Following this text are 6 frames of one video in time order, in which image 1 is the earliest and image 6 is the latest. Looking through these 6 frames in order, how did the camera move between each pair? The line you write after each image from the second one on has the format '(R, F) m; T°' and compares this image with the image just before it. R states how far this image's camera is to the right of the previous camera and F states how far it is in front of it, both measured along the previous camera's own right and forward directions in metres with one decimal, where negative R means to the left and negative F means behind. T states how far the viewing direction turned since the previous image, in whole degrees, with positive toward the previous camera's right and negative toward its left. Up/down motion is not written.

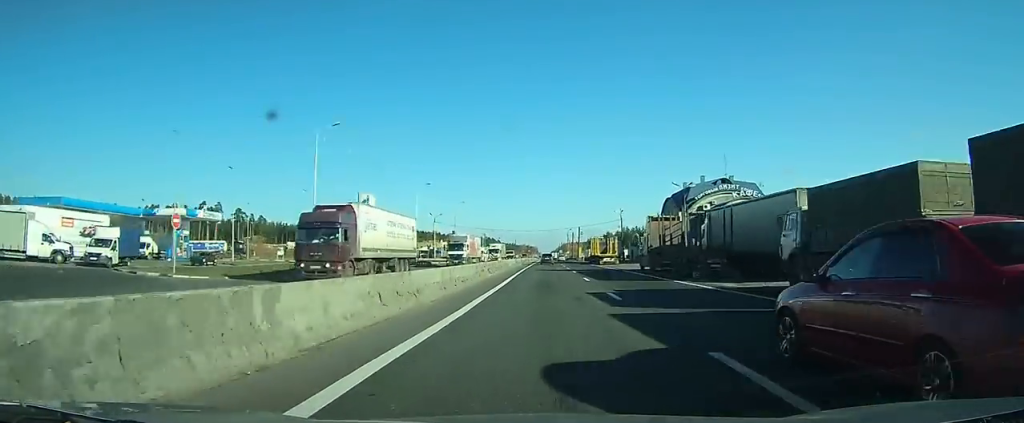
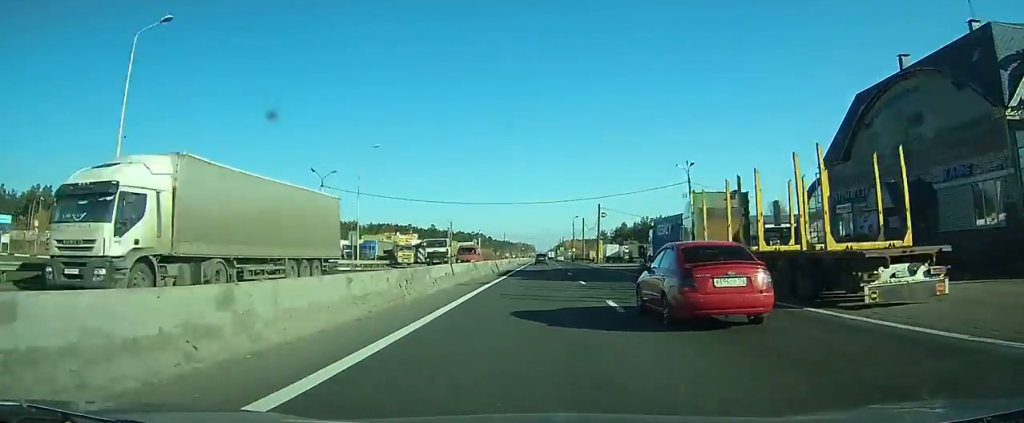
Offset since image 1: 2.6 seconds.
(+0.1, +59.3) m; 0°
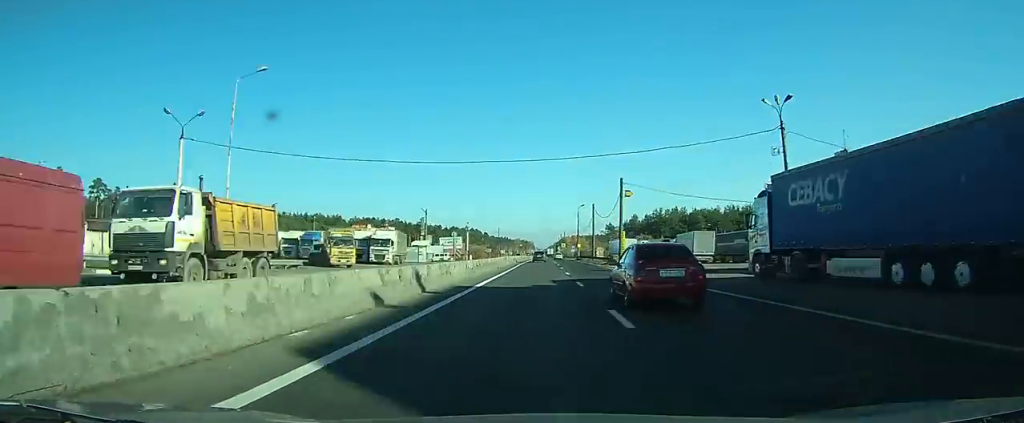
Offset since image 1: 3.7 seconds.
(+0.1, +26.6) m; 0°
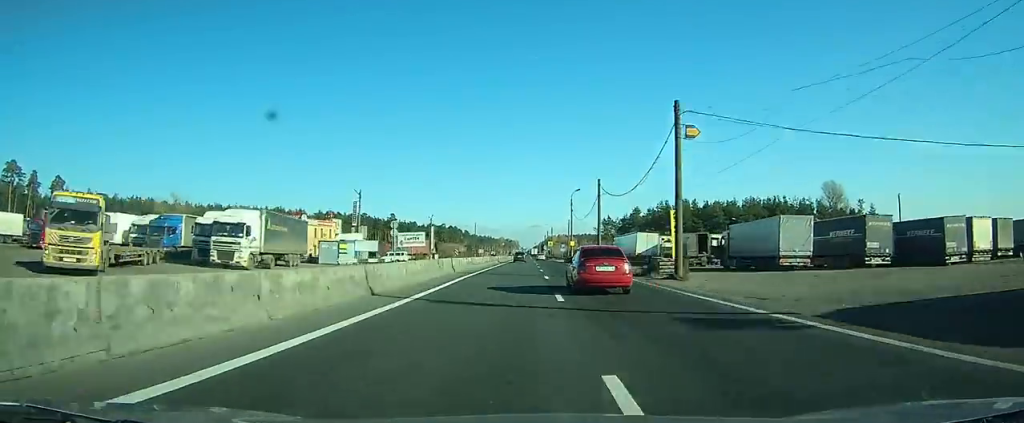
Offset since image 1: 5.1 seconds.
(+0.1, +30.8) m; 0°
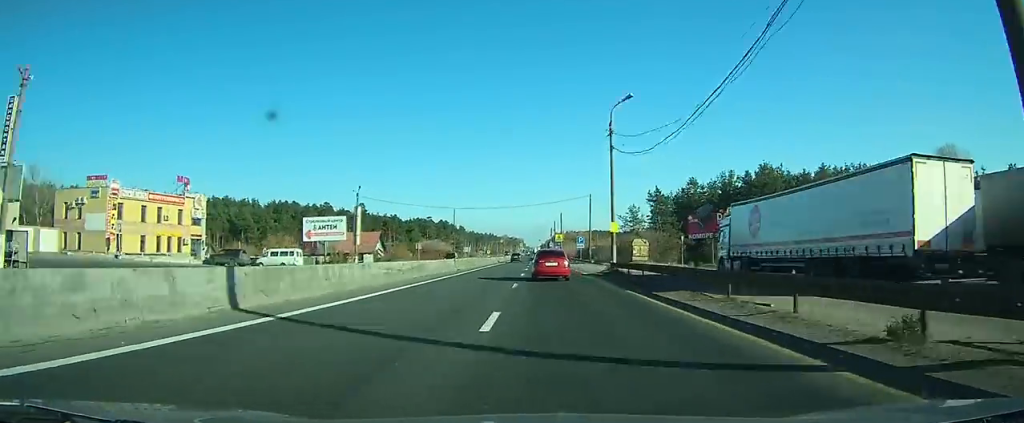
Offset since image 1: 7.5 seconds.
(+0.1, +52.5) m; 0°
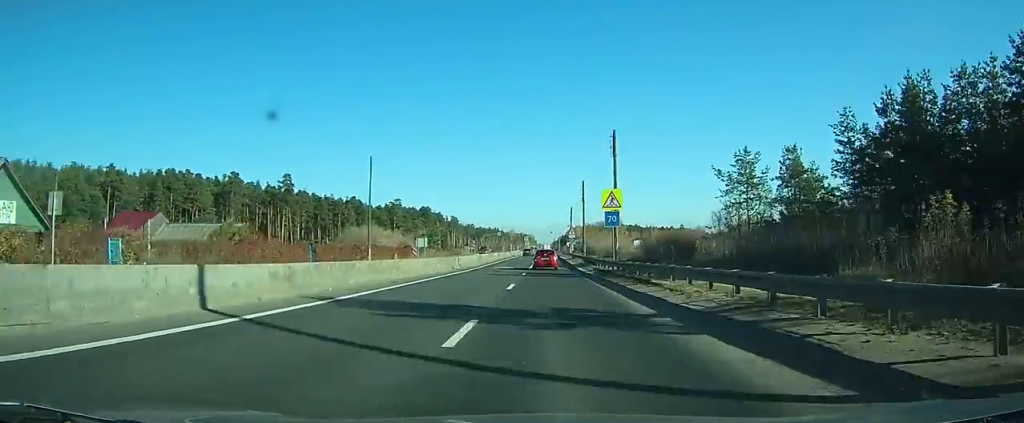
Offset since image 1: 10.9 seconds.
(-0.6, +74.2) m; -1°
